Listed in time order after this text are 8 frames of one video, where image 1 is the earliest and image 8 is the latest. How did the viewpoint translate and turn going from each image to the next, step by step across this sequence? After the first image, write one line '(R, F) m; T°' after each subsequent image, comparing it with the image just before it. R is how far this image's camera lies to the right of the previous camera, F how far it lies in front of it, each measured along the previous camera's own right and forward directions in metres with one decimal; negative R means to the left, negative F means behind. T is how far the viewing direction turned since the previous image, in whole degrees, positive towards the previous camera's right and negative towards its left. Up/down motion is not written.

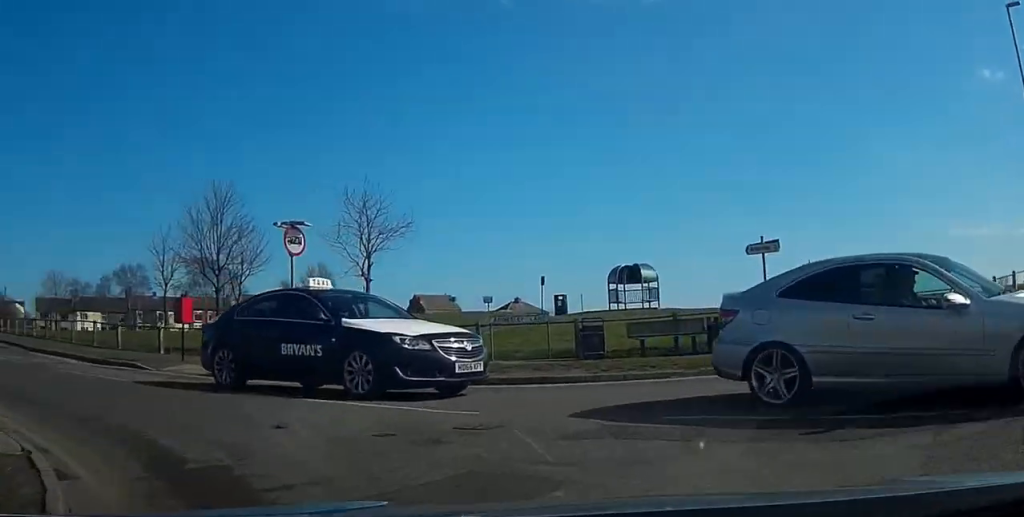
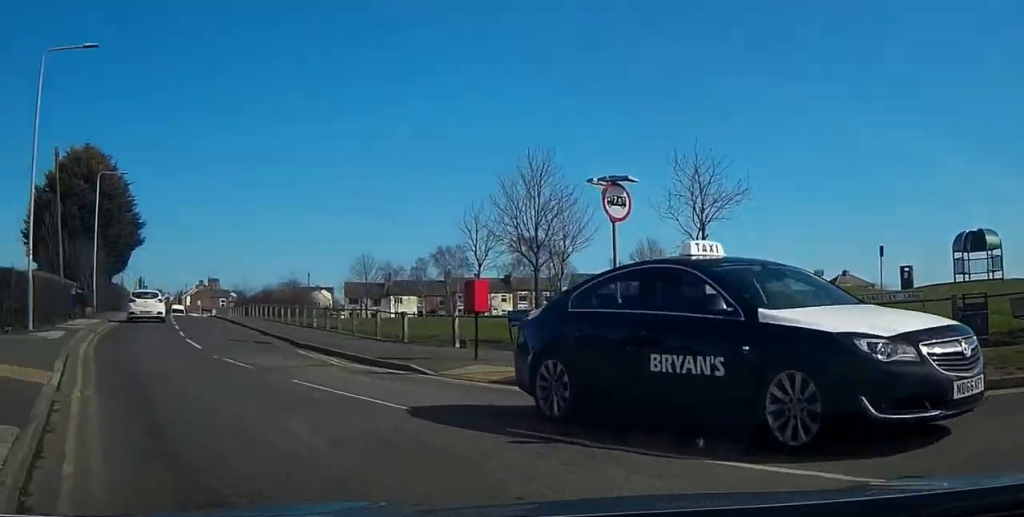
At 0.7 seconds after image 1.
(-1.1, +4.0) m; -19°
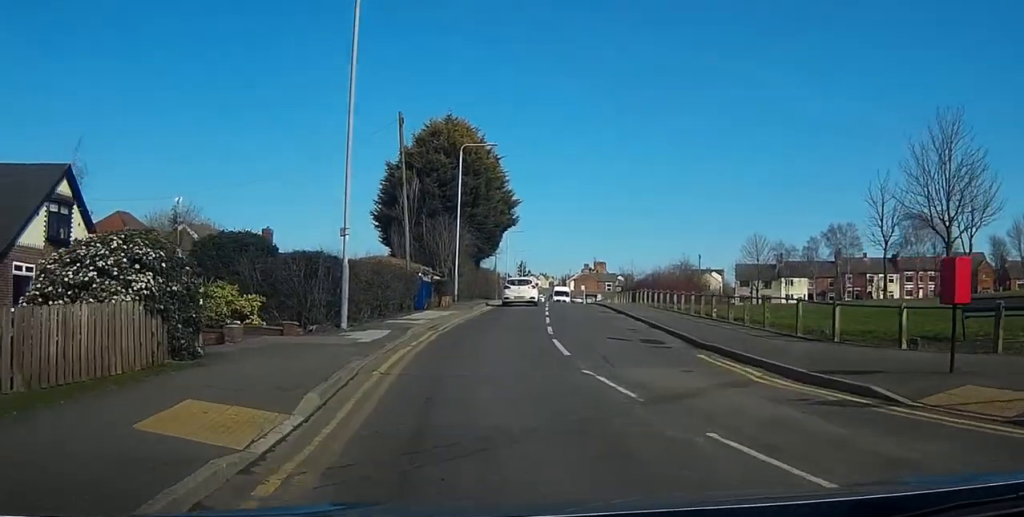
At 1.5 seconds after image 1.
(-1.1, +5.3) m; -20°
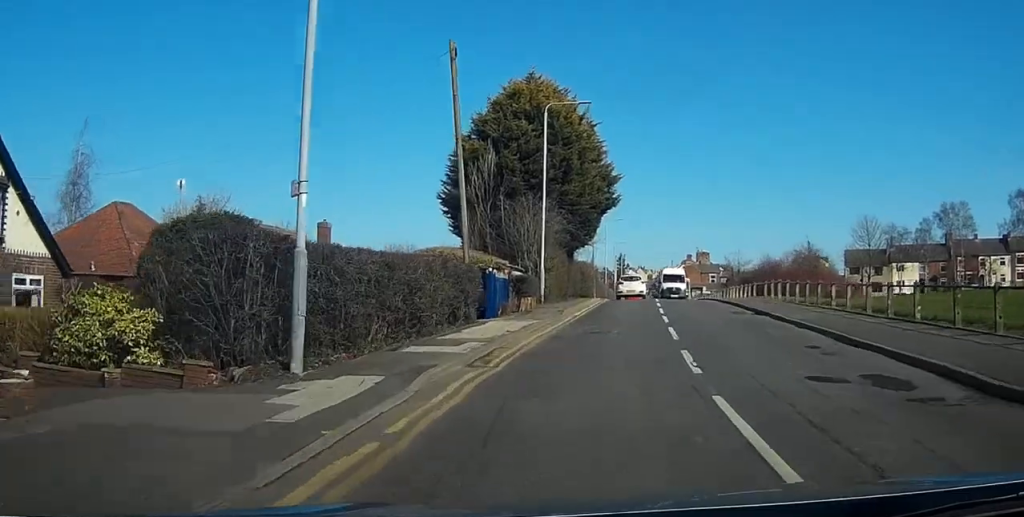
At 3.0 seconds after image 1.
(-2.2, +10.2) m; -15°
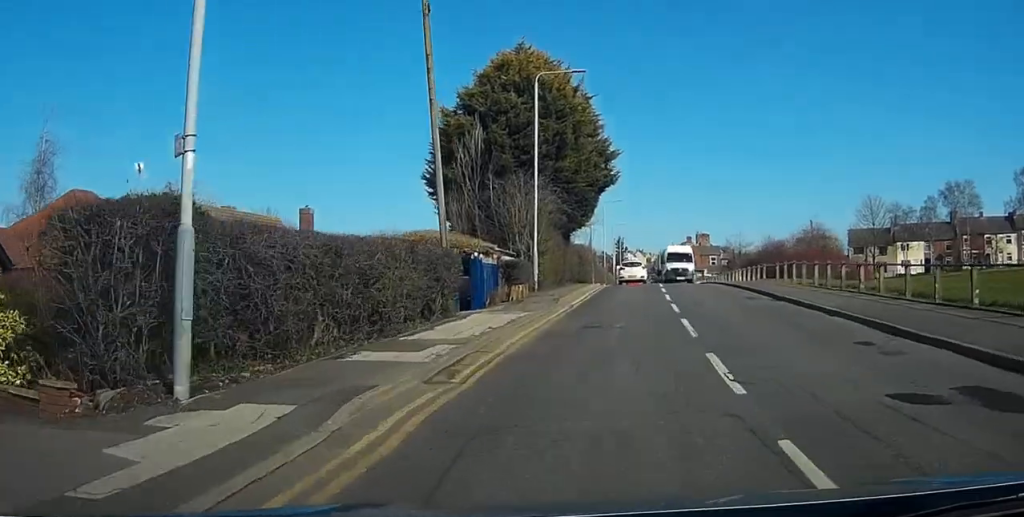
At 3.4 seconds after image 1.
(0.0, +3.4) m; 0°
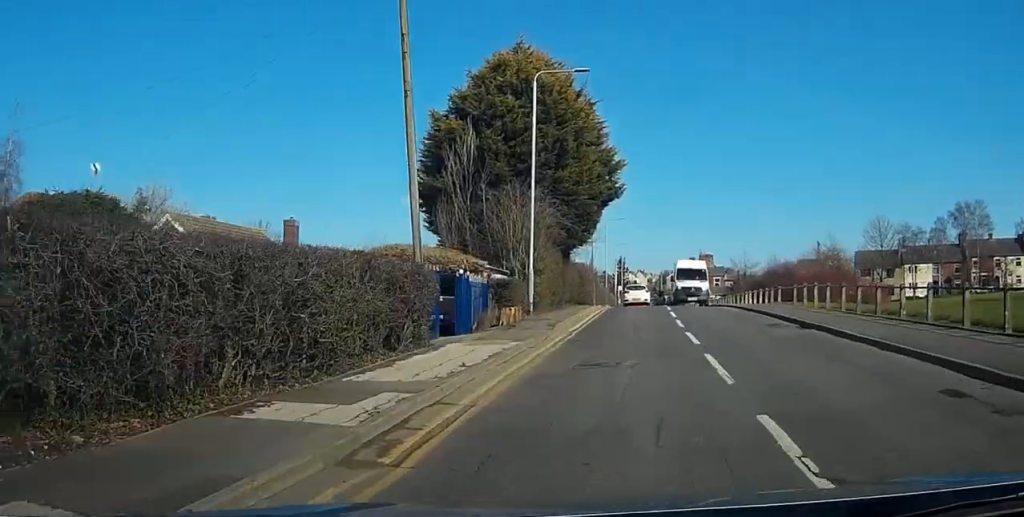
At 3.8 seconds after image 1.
(0.0, +3.5) m; 0°
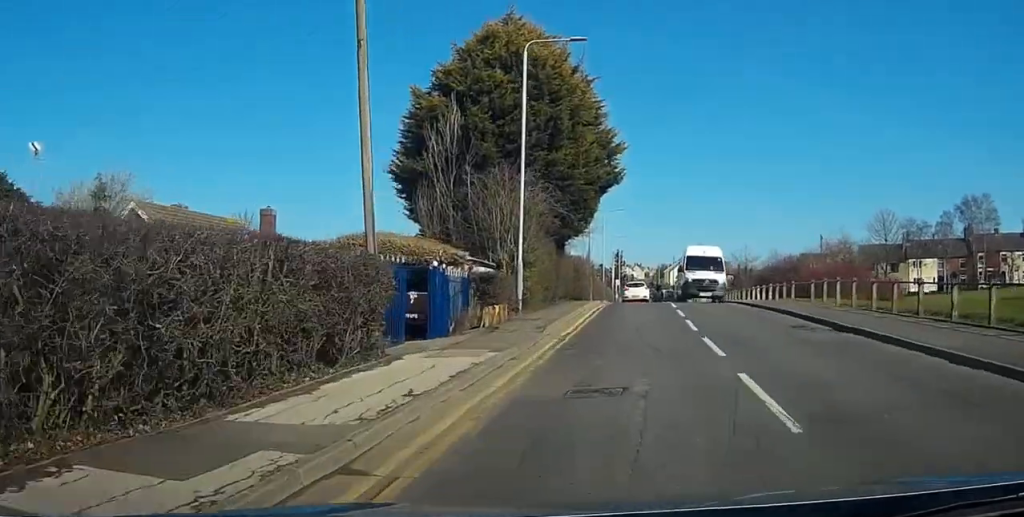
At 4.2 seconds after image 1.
(0.0, +3.6) m; +1°
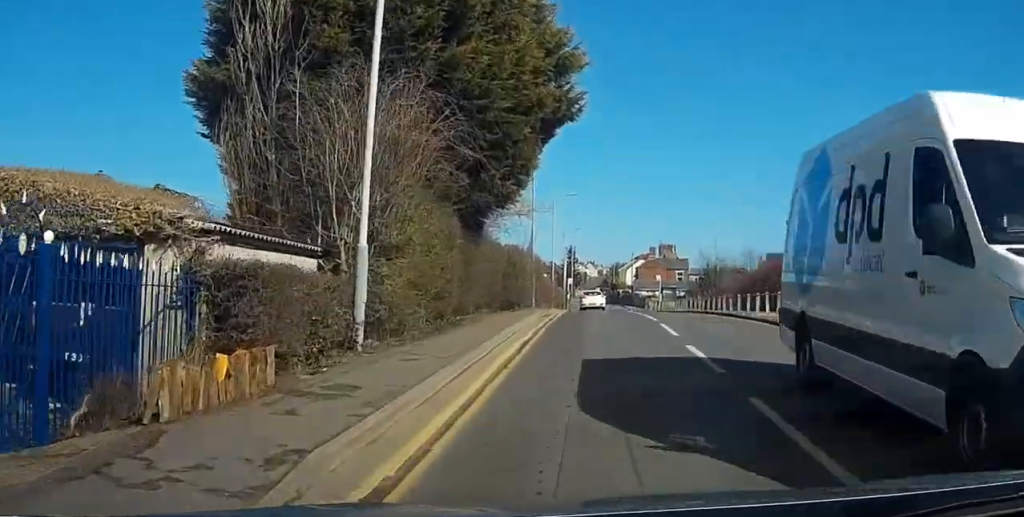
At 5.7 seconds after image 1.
(+0.3, +14.7) m; +2°
